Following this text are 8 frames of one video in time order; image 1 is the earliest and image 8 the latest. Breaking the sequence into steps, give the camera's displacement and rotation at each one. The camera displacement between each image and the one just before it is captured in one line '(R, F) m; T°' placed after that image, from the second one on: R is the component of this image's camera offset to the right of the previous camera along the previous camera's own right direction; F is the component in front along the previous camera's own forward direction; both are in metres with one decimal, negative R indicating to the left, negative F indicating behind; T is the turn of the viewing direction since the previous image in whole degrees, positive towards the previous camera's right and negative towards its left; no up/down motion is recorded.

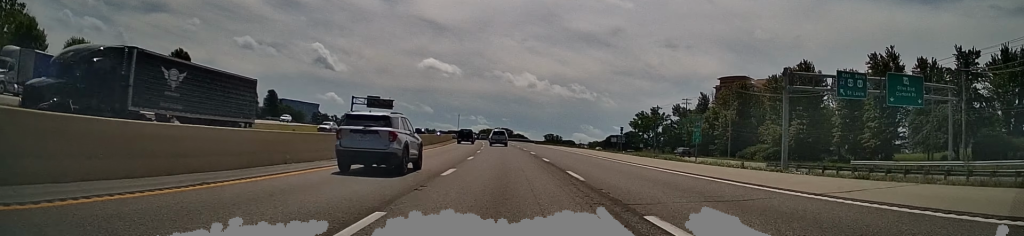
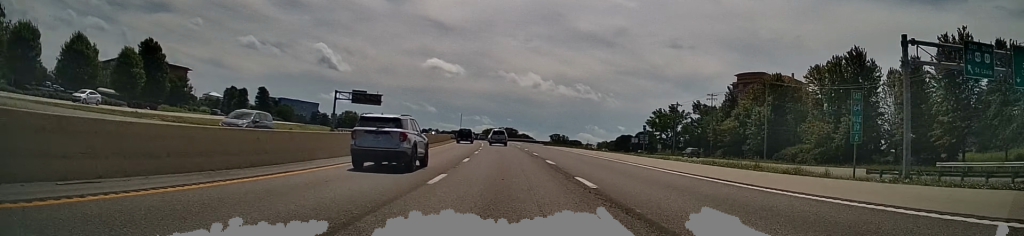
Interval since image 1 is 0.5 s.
(-0.2, +15.3) m; -1°
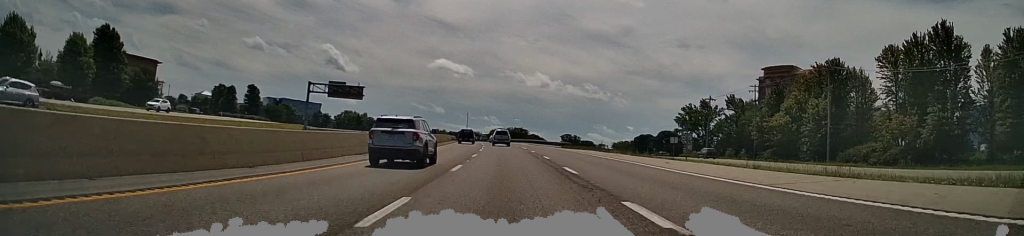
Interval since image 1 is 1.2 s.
(+0.2, +19.1) m; -1°
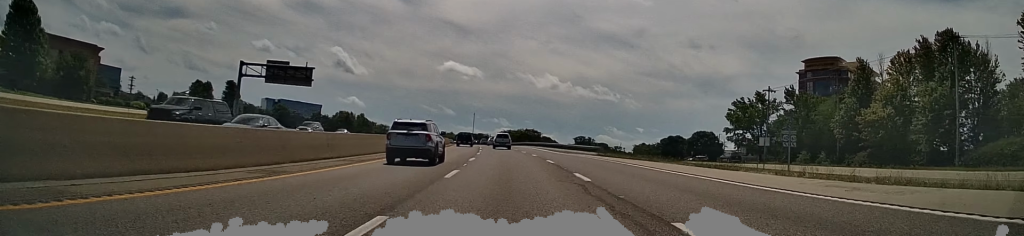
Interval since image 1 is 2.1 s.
(-0.6, +26.7) m; -1°
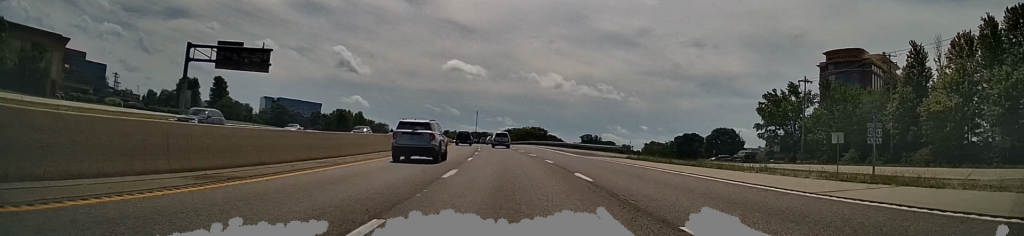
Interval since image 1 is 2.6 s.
(-0.1, +12.4) m; 0°
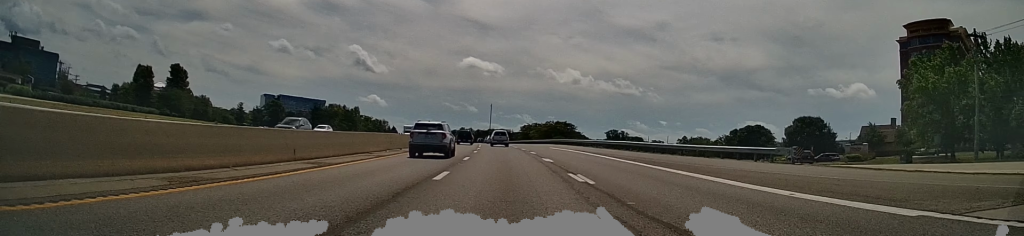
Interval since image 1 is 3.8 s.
(+0.2, +35.6) m; -1°
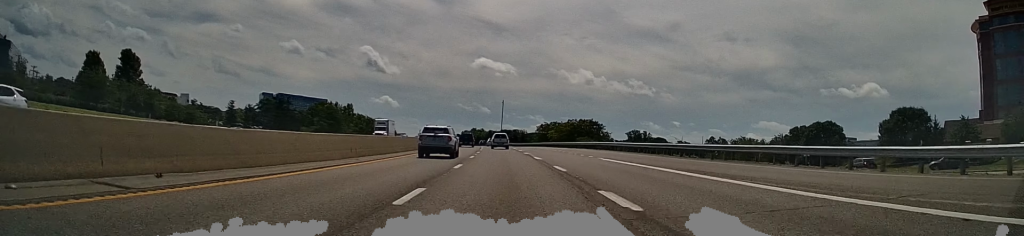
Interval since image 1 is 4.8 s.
(-0.6, +30.0) m; -2°
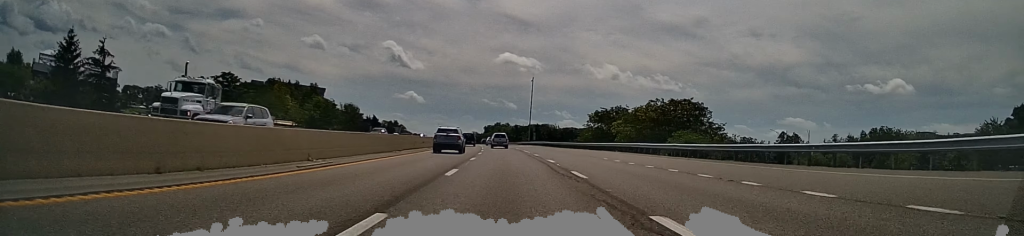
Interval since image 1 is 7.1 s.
(-1.3, +65.5) m; -3°
